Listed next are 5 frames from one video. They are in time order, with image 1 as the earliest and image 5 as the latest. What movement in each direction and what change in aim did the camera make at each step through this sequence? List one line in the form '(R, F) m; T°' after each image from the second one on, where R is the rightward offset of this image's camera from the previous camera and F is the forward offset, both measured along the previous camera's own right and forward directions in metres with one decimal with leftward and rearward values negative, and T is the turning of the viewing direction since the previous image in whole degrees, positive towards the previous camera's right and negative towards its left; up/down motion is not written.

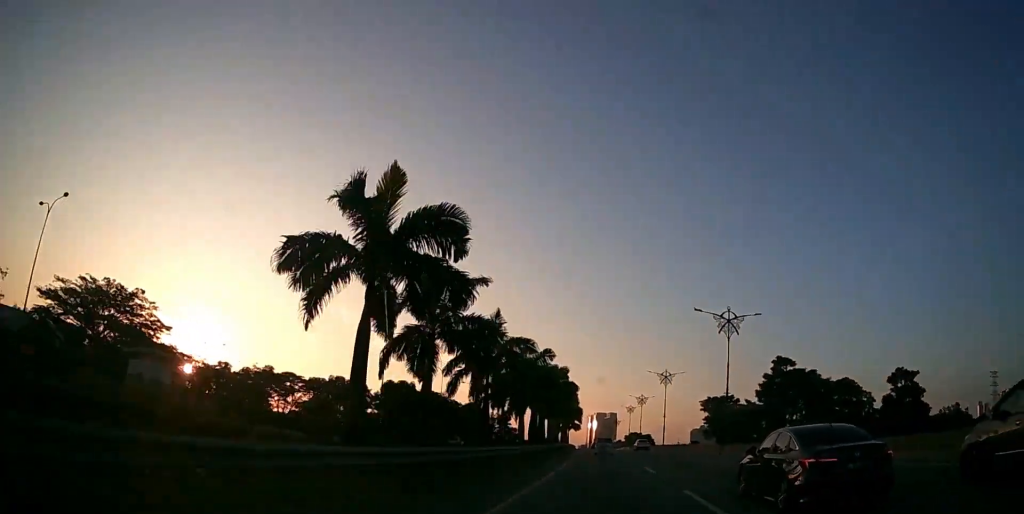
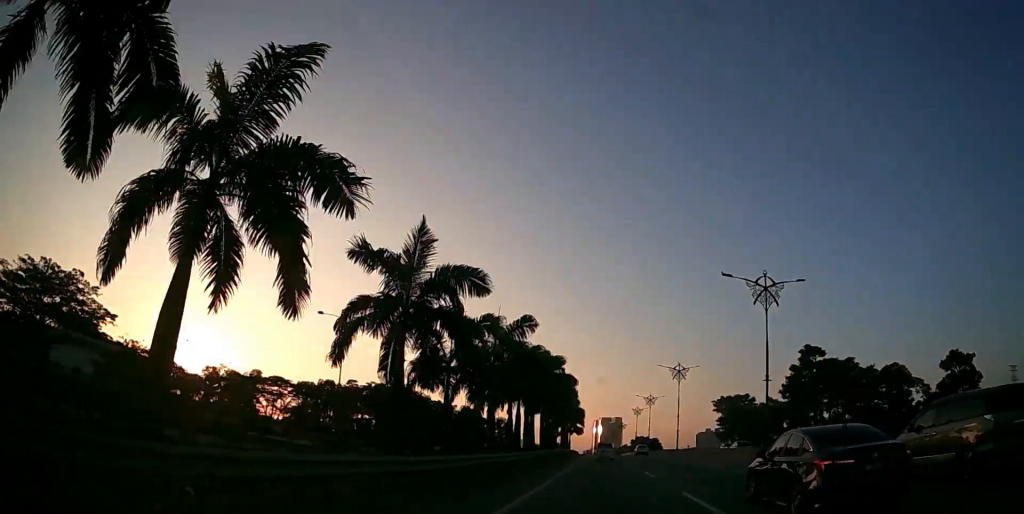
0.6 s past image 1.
(-0.1, +11.6) m; -1°
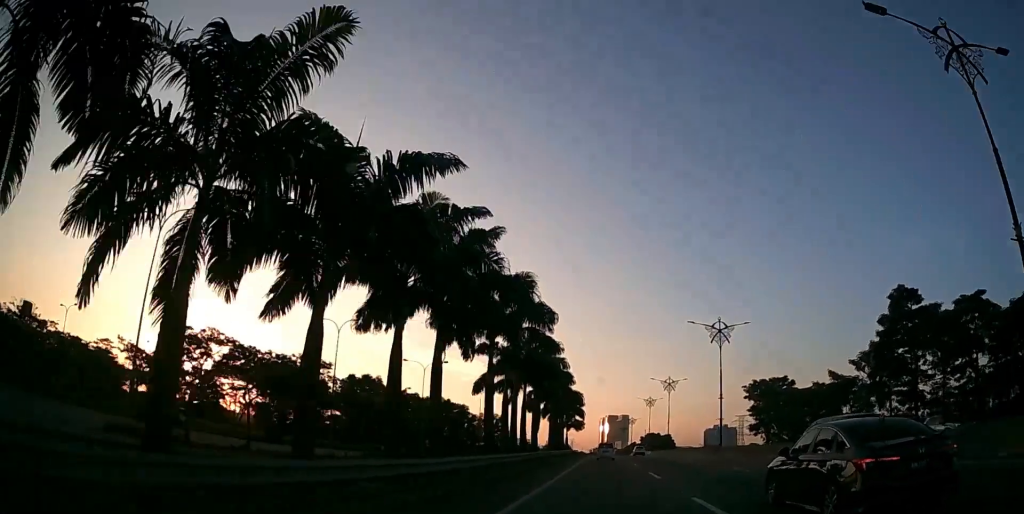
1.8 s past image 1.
(-0.2, +25.6) m; -1°
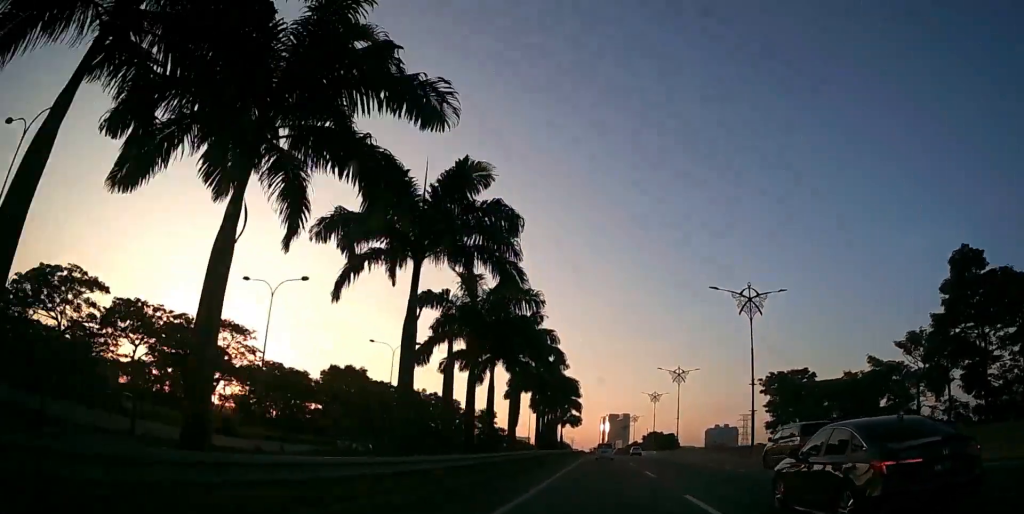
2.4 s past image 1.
(-0.1, +11.3) m; 0°
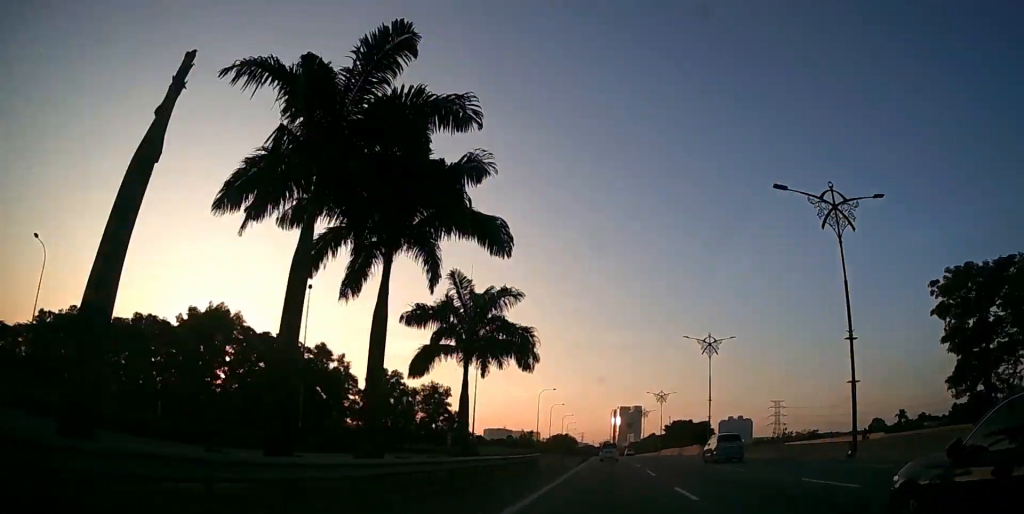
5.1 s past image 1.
(-0.4, +55.9) m; -1°
